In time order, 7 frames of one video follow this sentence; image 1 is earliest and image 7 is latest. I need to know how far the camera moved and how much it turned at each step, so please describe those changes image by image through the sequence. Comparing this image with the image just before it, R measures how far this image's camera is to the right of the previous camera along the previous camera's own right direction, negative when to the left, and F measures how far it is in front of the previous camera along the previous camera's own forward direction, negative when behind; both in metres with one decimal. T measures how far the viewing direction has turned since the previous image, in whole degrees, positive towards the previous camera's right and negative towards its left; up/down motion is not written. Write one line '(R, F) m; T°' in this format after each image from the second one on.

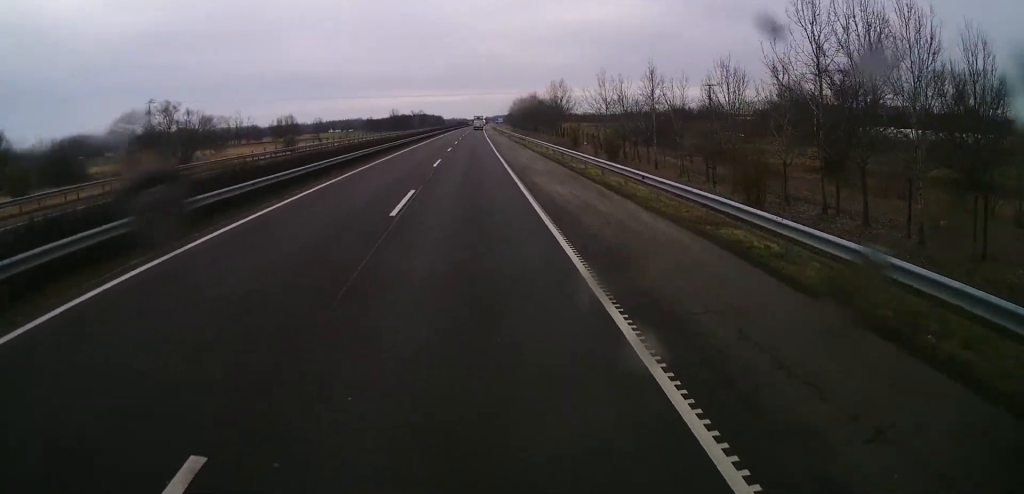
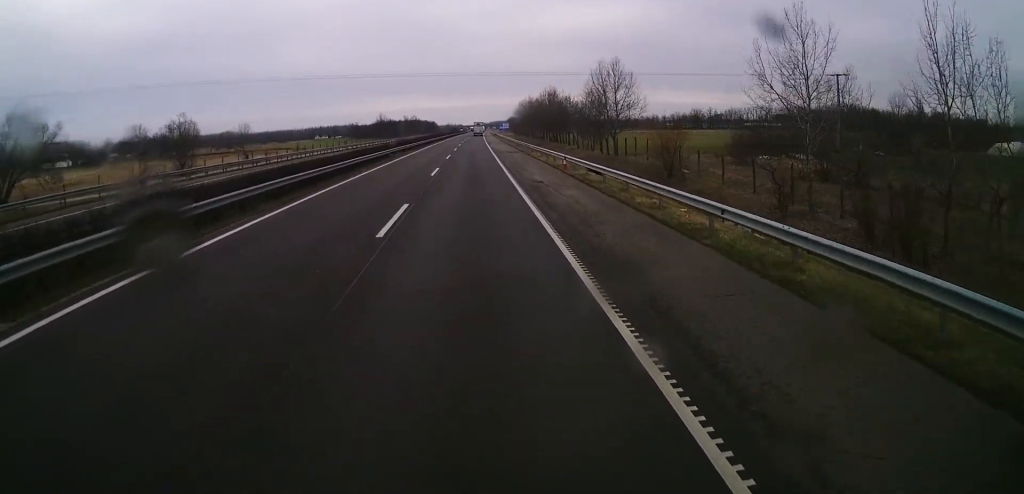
(-0.4, +56.3) m; -1°
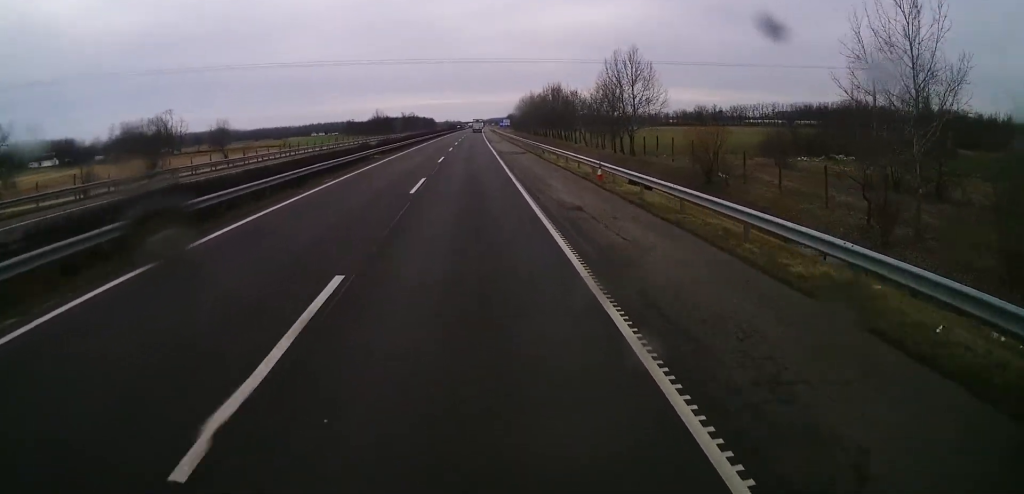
(+0.1, +10.0) m; 0°
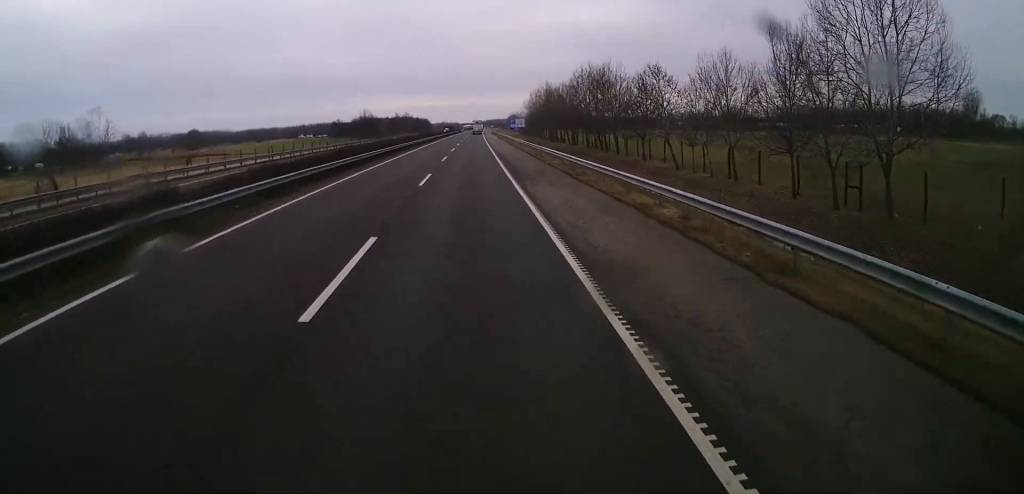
(+0.7, +50.2) m; +1°
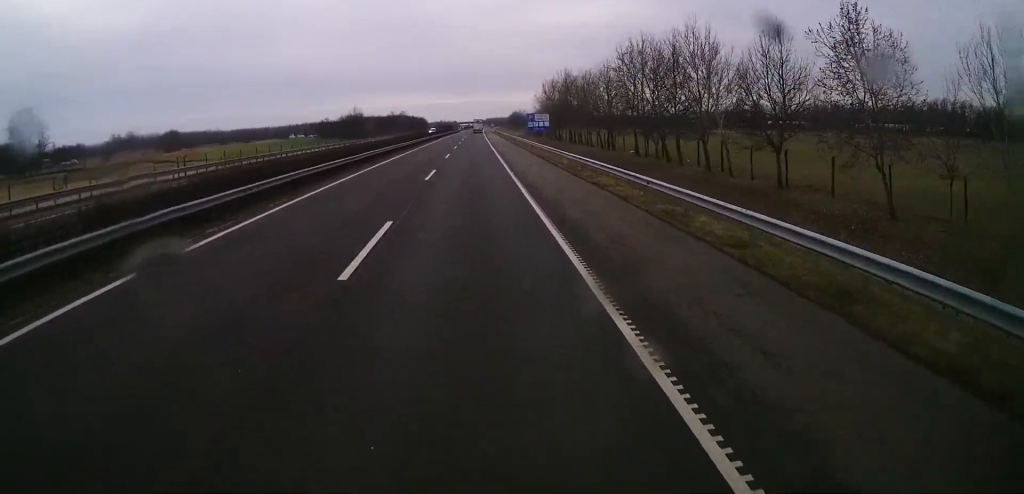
(-0.1, +34.0) m; 0°
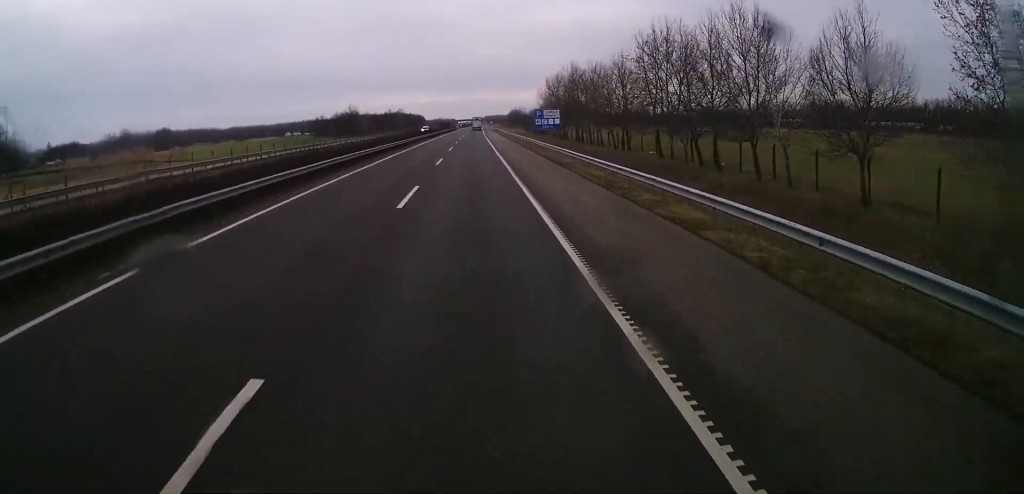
(0.0, +10.1) m; 0°
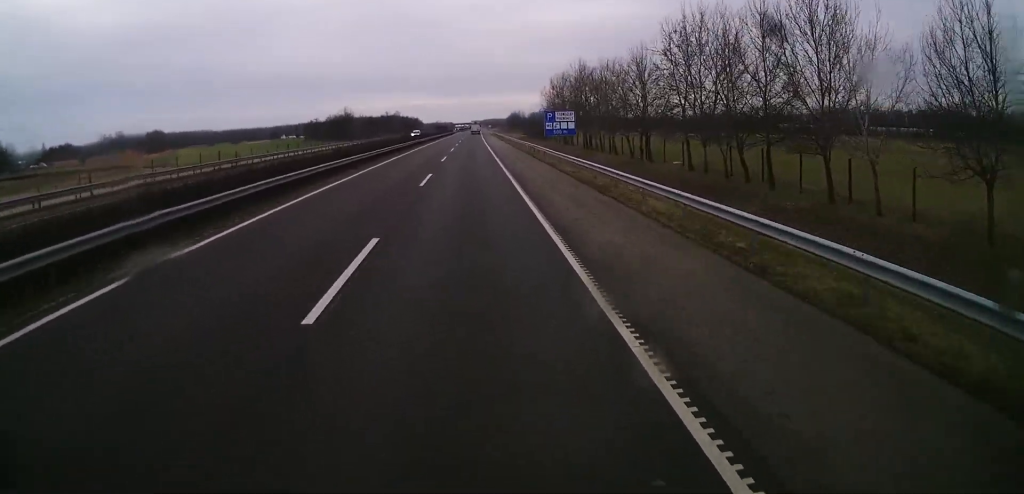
(0.0, +10.0) m; 0°
